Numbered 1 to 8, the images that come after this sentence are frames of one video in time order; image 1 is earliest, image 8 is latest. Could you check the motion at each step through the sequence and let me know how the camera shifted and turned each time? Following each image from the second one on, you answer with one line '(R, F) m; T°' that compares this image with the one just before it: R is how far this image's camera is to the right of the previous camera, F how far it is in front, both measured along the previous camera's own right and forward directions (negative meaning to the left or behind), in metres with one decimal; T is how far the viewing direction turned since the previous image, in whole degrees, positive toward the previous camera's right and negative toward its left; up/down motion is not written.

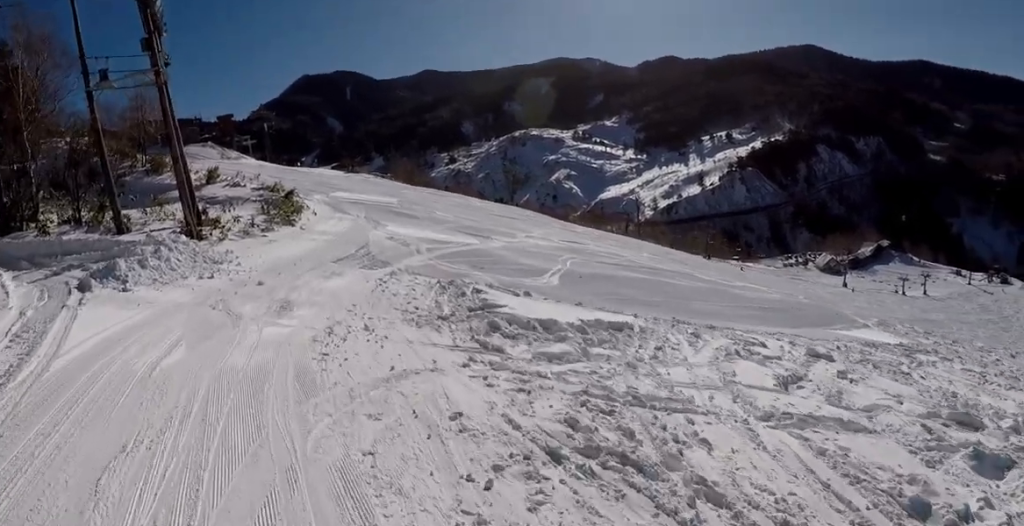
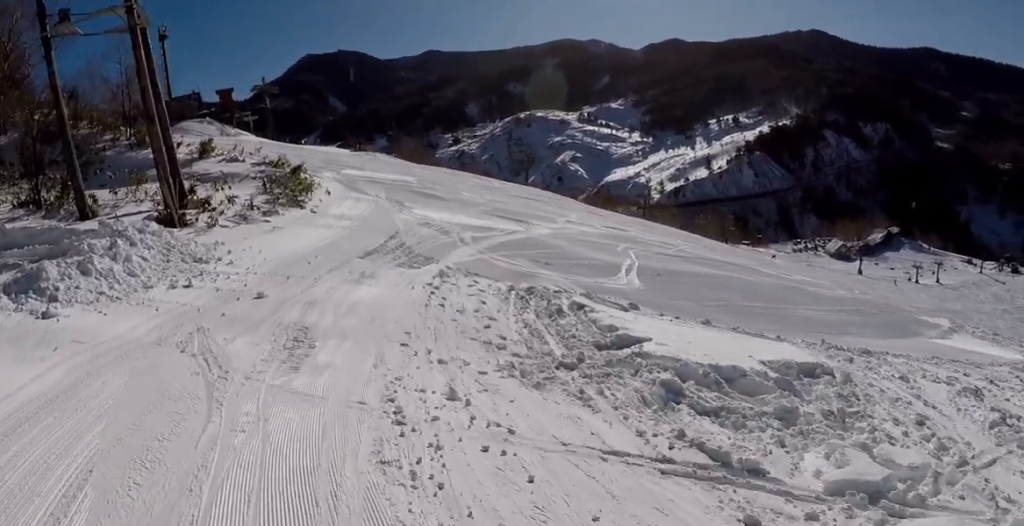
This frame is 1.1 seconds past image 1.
(+0.4, +5.6) m; +7°
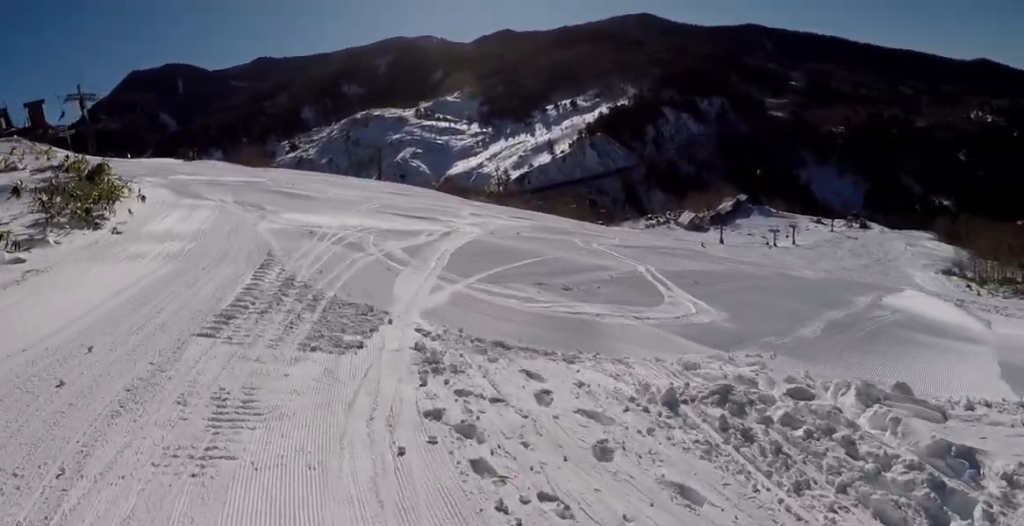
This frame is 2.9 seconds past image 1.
(+0.3, +9.7) m; +7°
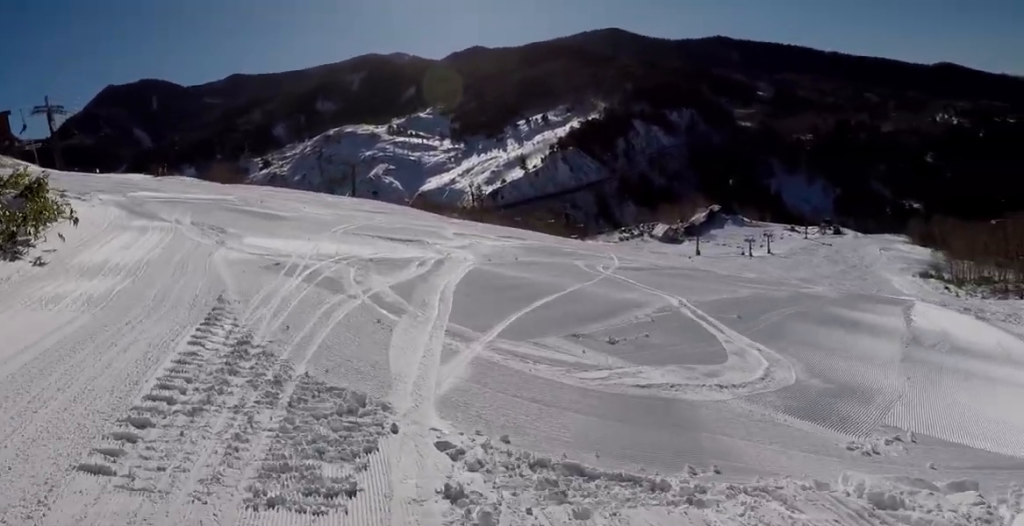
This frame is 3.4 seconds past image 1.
(-0.1, +2.5) m; +4°
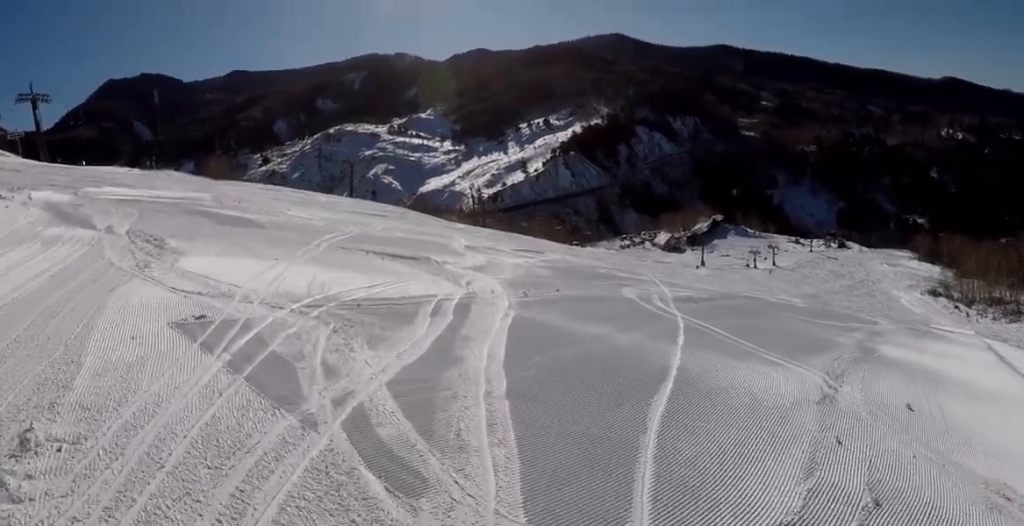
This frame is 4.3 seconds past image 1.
(+0.6, +4.1) m; +6°
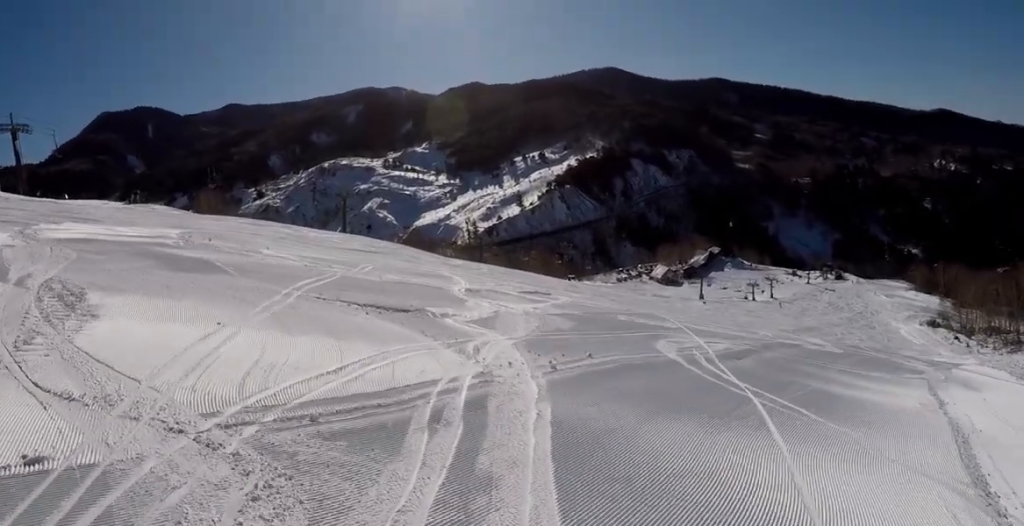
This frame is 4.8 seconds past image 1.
(-0.1, +2.6) m; -5°
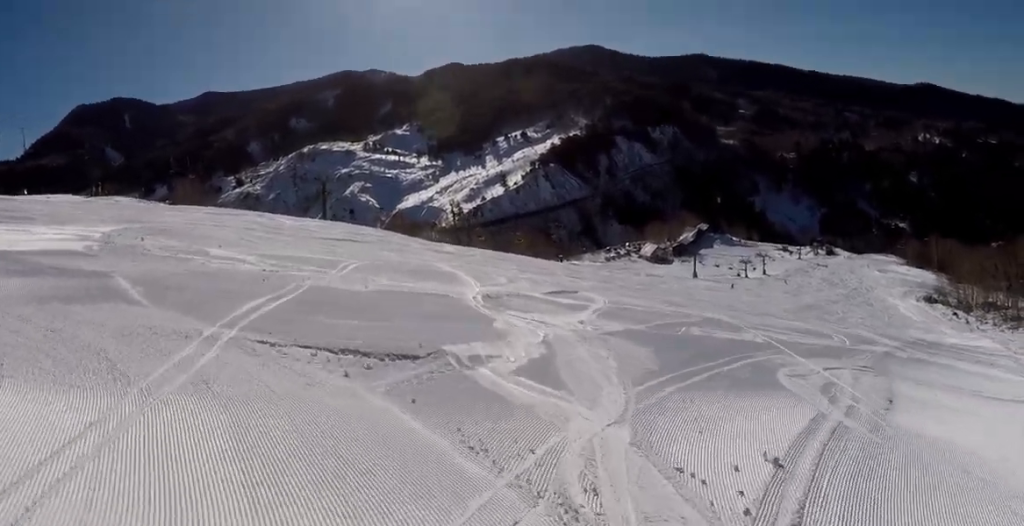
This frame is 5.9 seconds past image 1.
(-0.4, +4.8) m; -4°
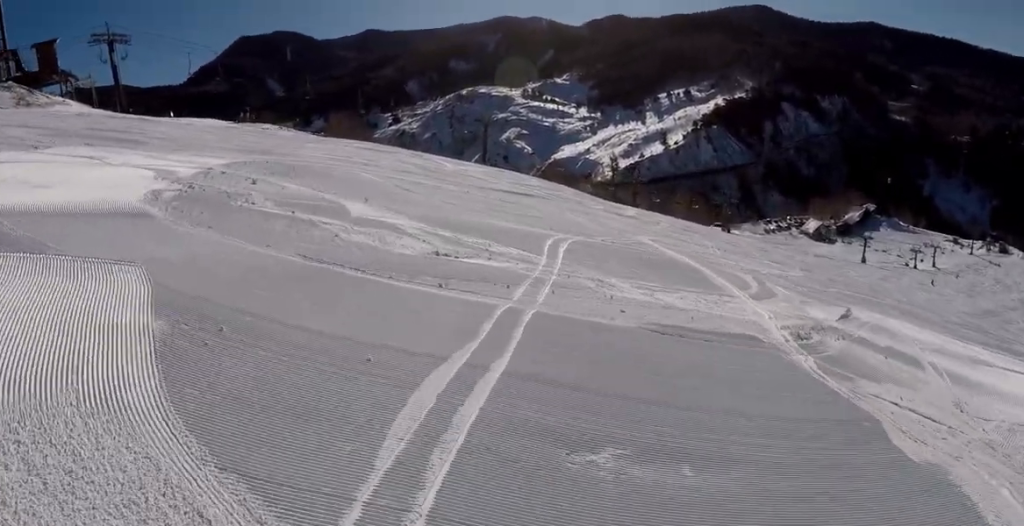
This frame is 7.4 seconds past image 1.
(+0.3, +5.2) m; -8°
